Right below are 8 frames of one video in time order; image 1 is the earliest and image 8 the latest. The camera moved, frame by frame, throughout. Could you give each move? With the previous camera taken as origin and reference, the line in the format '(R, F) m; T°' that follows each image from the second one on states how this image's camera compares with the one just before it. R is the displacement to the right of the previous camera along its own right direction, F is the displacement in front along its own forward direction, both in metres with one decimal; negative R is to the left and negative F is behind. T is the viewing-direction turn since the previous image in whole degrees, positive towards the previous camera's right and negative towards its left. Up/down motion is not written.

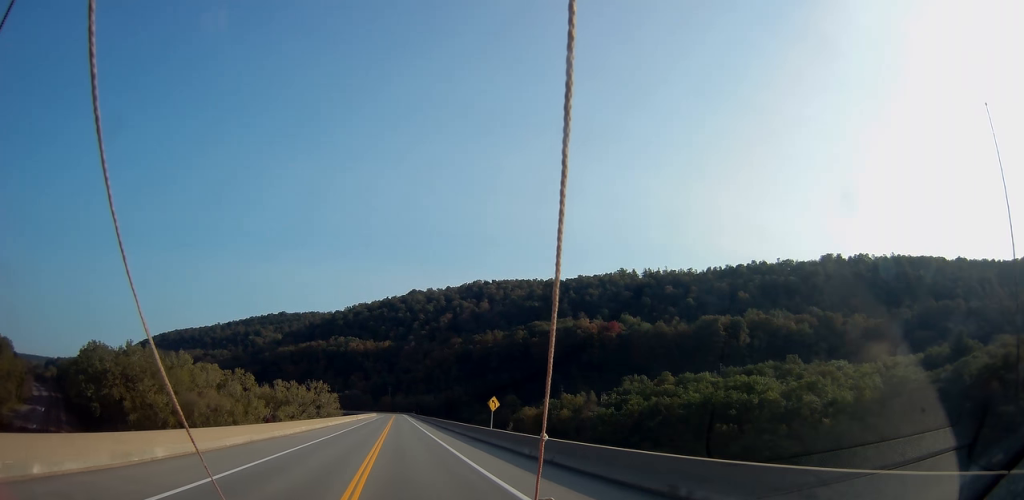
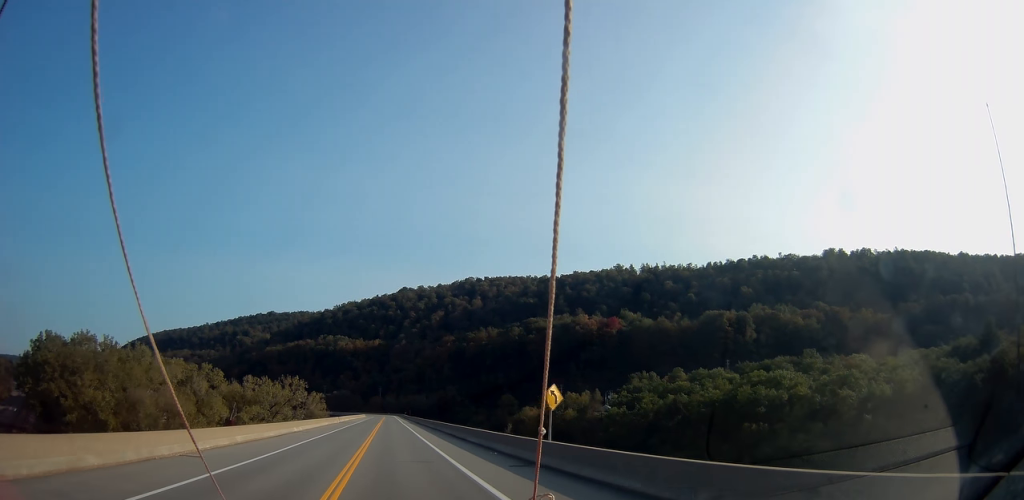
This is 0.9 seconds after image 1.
(+0.1, +17.8) m; 0°
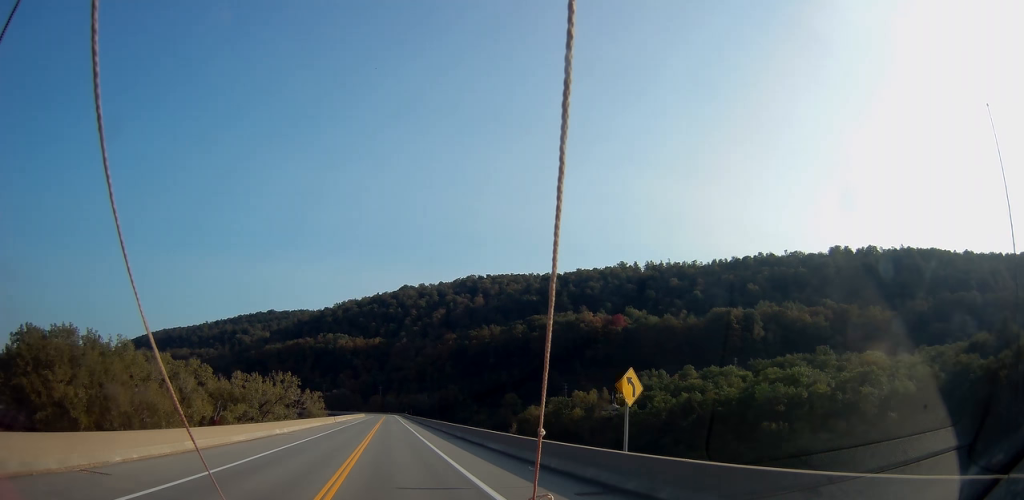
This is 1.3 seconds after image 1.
(-0.1, +7.8) m; 0°
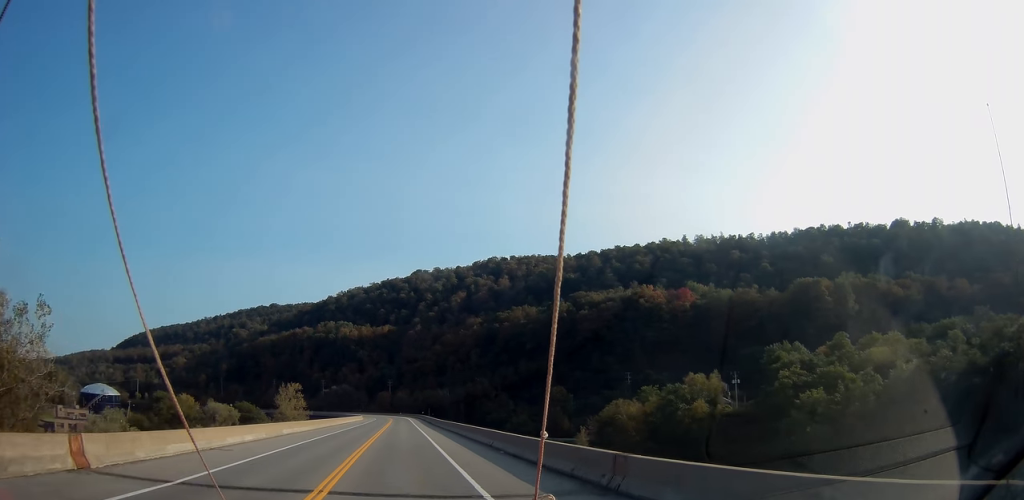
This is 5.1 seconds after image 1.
(-0.2, +74.8) m; -1°
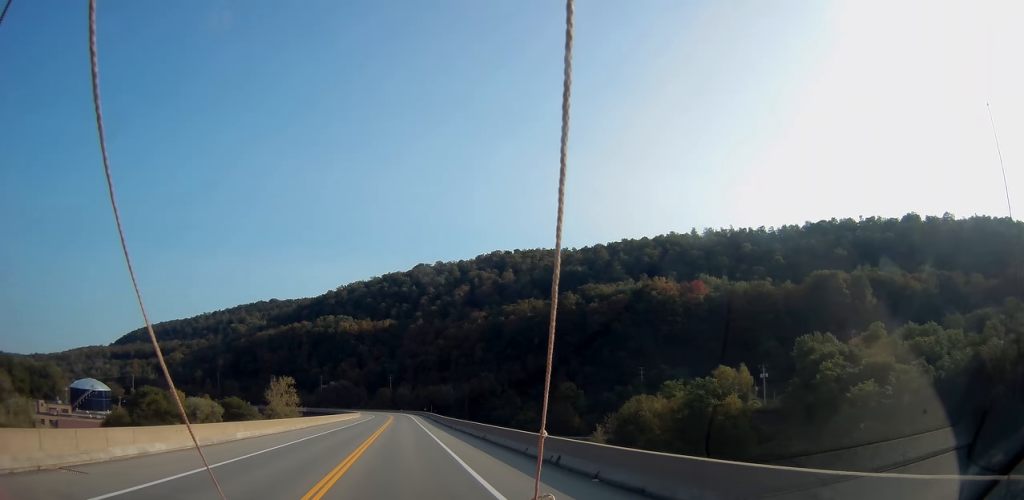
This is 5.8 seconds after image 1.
(-0.2, +12.7) m; 0°
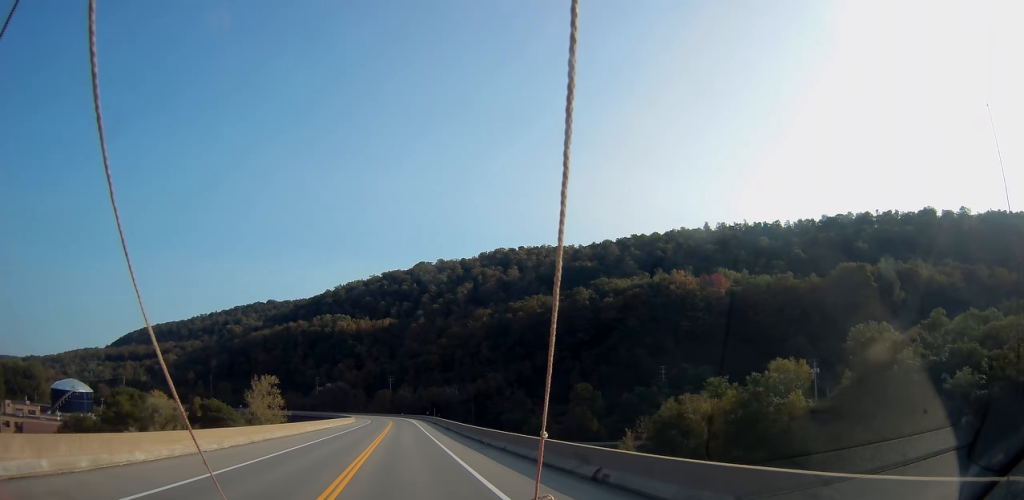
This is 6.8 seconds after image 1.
(+0.3, +20.1) m; +1°
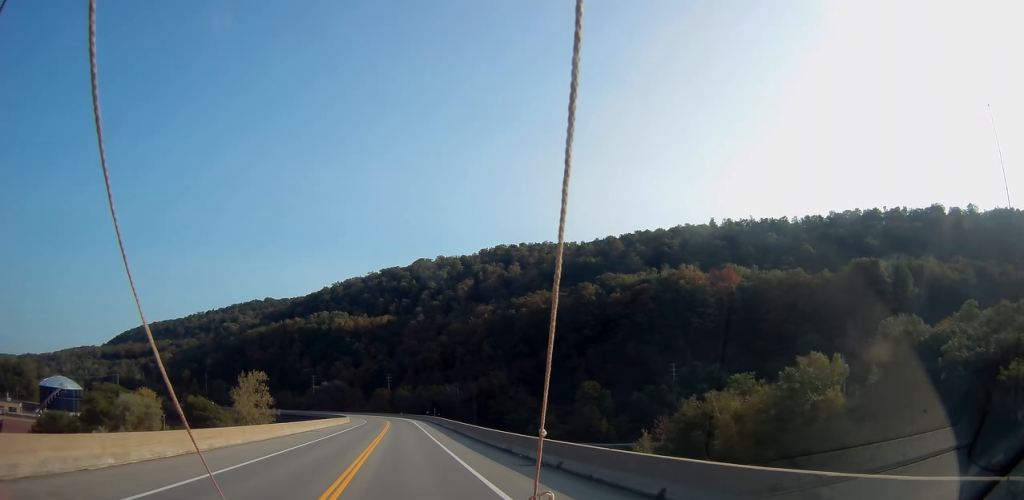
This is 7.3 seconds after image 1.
(-0.1, +10.1) m; 0°
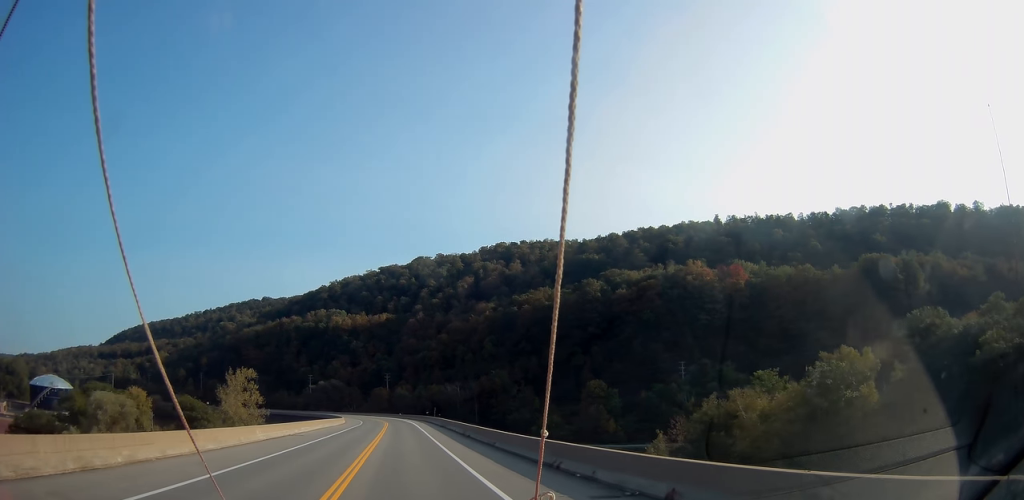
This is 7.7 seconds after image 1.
(0.0, +8.1) m; 0°
